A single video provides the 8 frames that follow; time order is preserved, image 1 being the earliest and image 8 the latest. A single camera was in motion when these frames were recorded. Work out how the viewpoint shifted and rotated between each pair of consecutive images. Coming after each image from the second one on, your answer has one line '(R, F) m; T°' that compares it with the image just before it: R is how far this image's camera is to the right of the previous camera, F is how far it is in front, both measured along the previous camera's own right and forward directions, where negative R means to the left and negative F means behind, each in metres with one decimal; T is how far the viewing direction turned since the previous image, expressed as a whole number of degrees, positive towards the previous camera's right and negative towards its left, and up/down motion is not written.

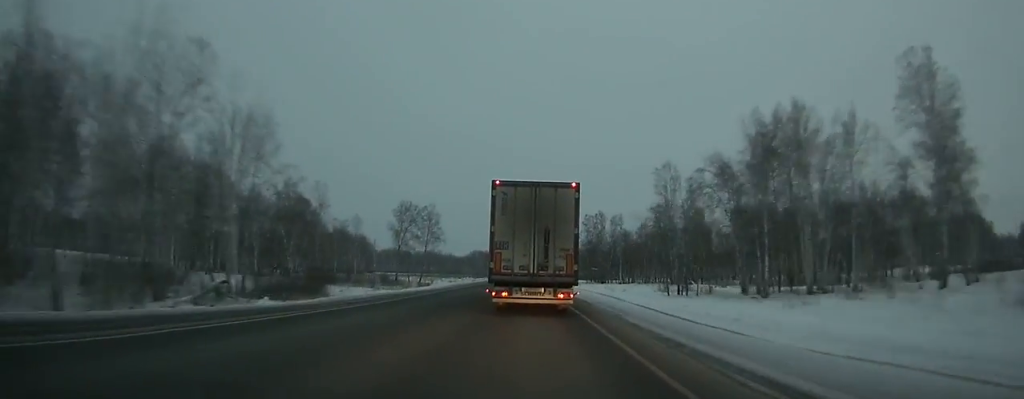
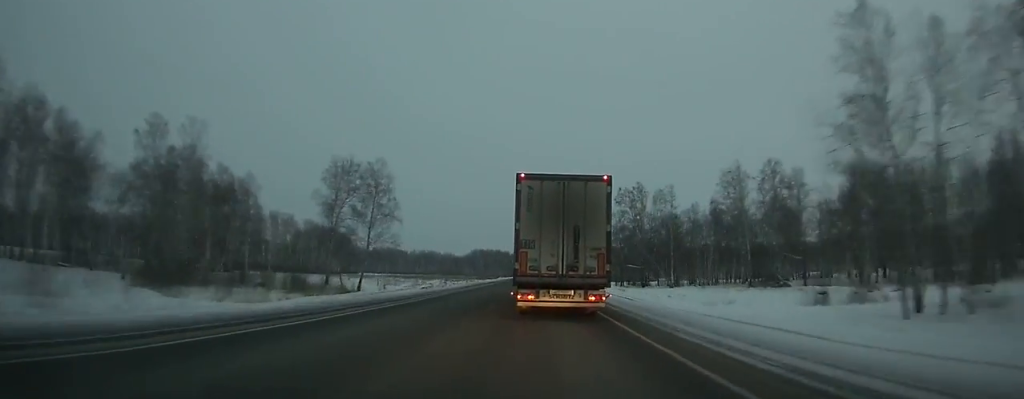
(-0.1, +59.3) m; 0°
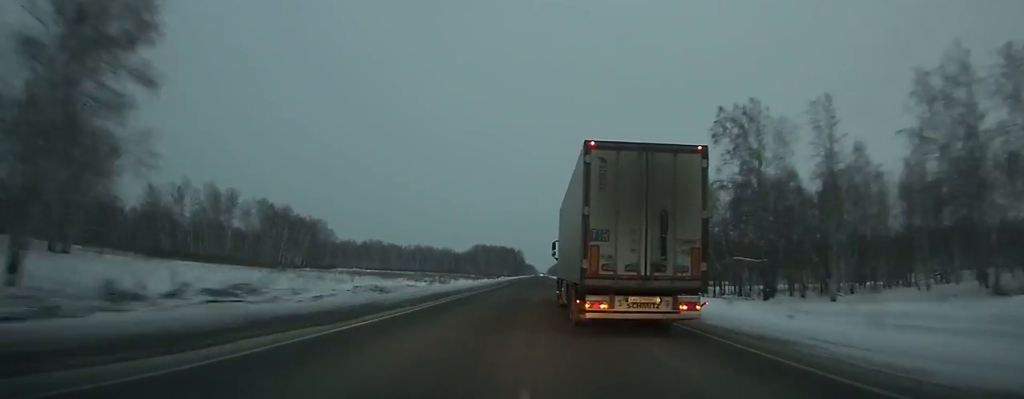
(0.0, +67.1) m; 0°
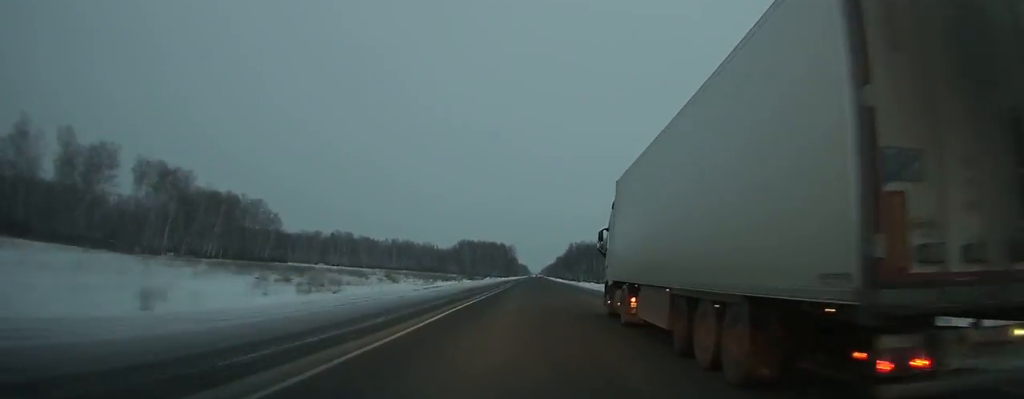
(+0.2, +73.2) m; +1°
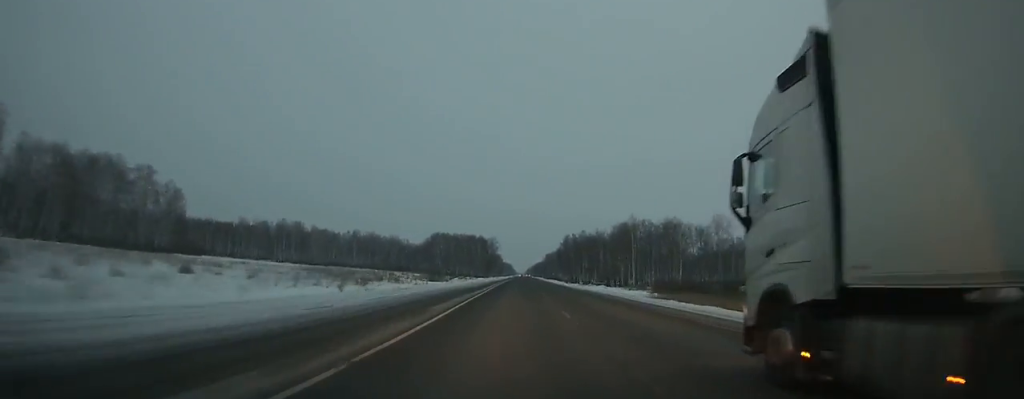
(+0.5, +73.6) m; +1°
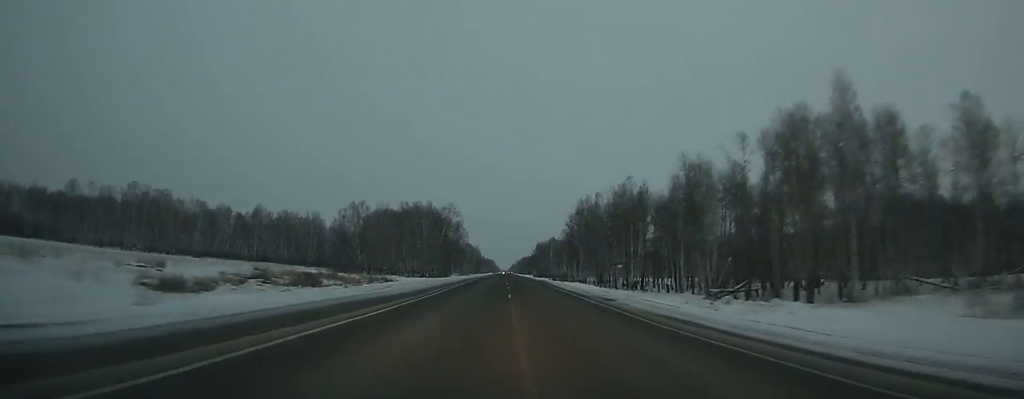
(+1.1, +133.3) m; +1°
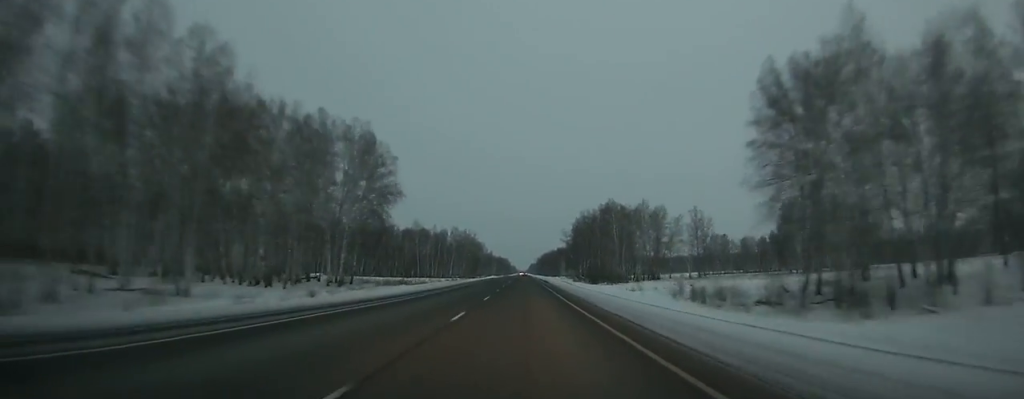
(-1.6, +182.7) m; -1°
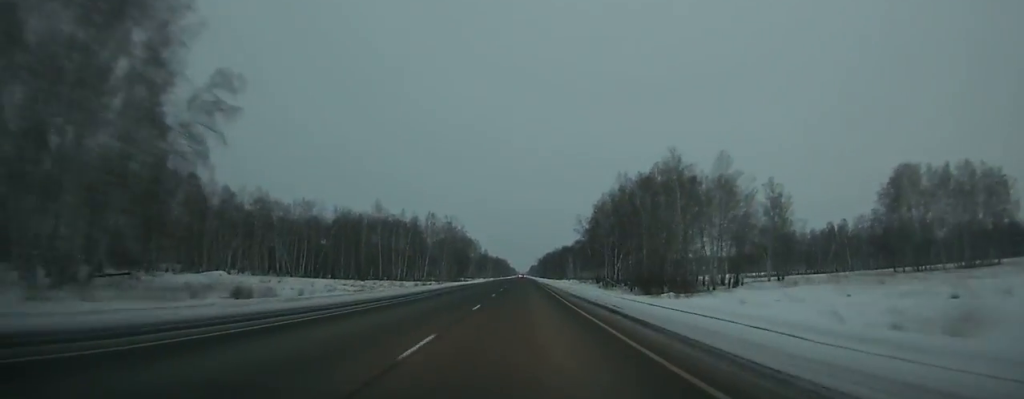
(0.0, +67.8) m; 0°
